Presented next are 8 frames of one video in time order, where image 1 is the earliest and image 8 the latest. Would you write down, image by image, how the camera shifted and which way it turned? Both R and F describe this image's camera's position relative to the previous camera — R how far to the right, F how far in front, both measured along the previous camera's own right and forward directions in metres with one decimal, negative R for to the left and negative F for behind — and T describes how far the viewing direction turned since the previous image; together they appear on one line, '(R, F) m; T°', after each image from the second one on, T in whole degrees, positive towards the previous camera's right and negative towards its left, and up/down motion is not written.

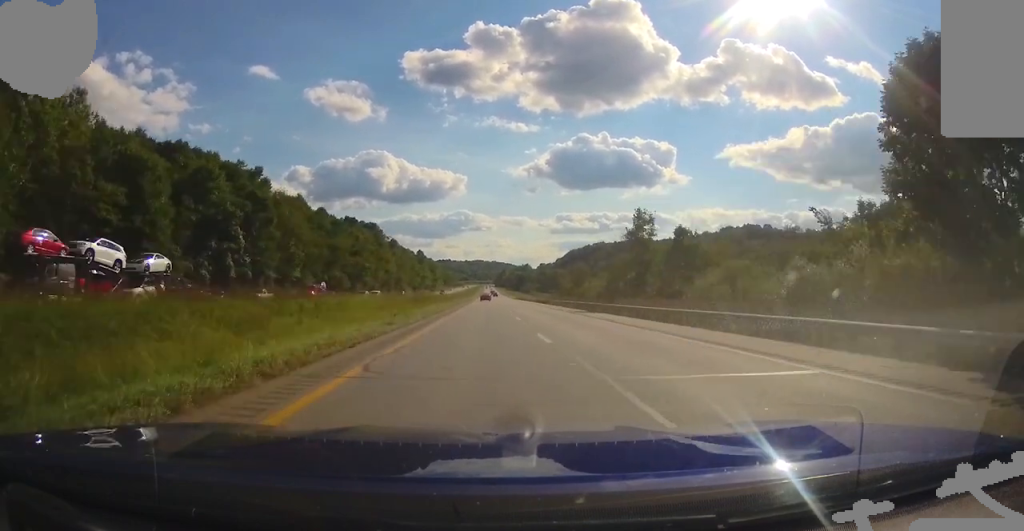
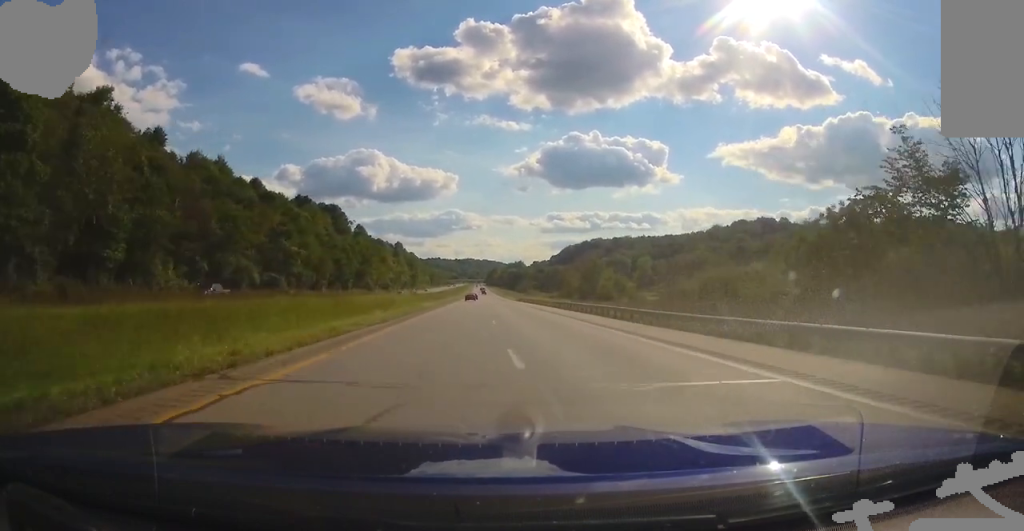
(0.0, +53.9) m; +1°
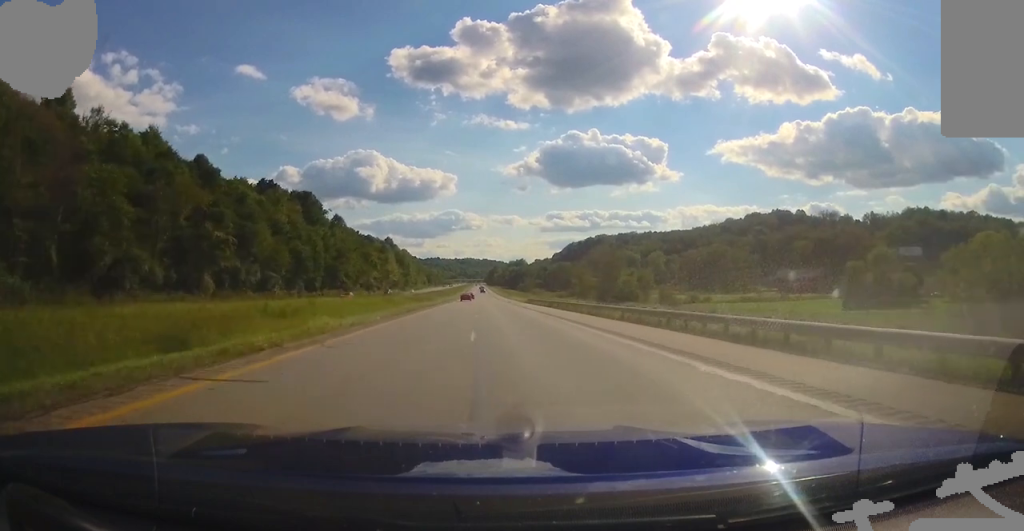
(+0.4, +31.6) m; +1°
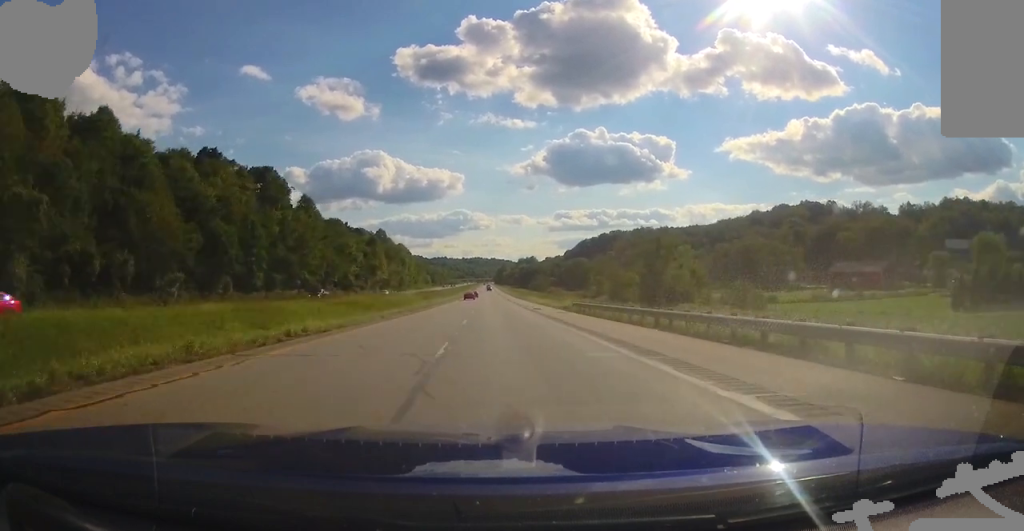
(-0.1, +39.8) m; -1°
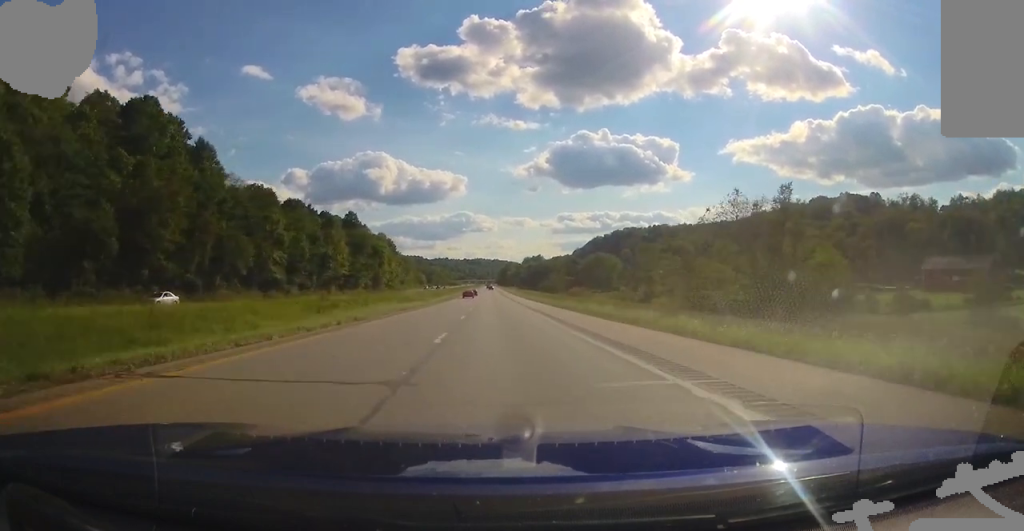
(-0.8, +58.5) m; -1°
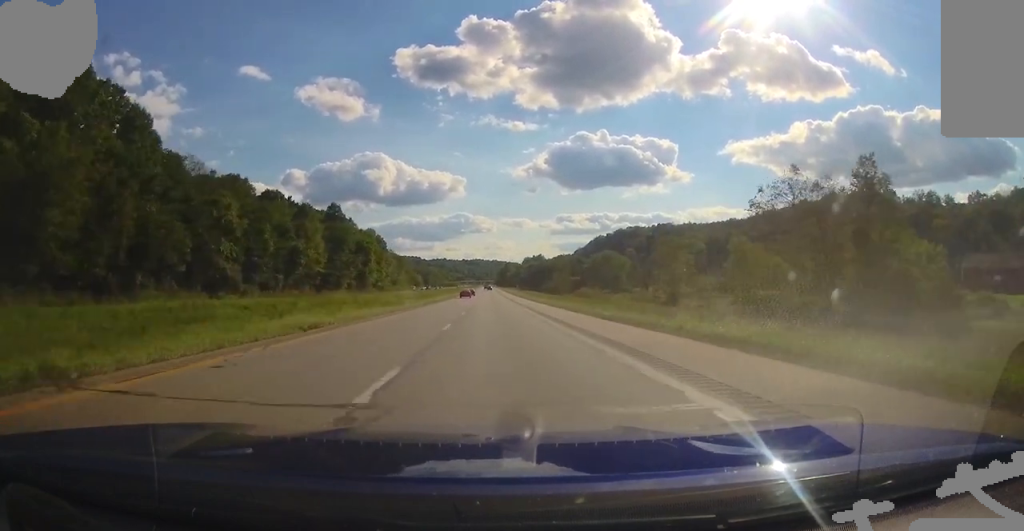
(-0.1, +19.9) m; 0°
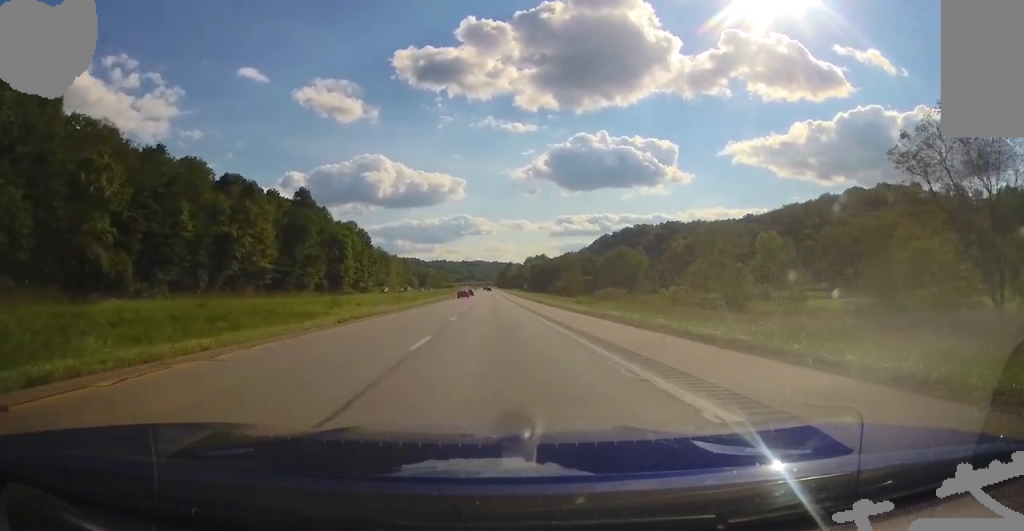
(-0.1, +30.4) m; 0°
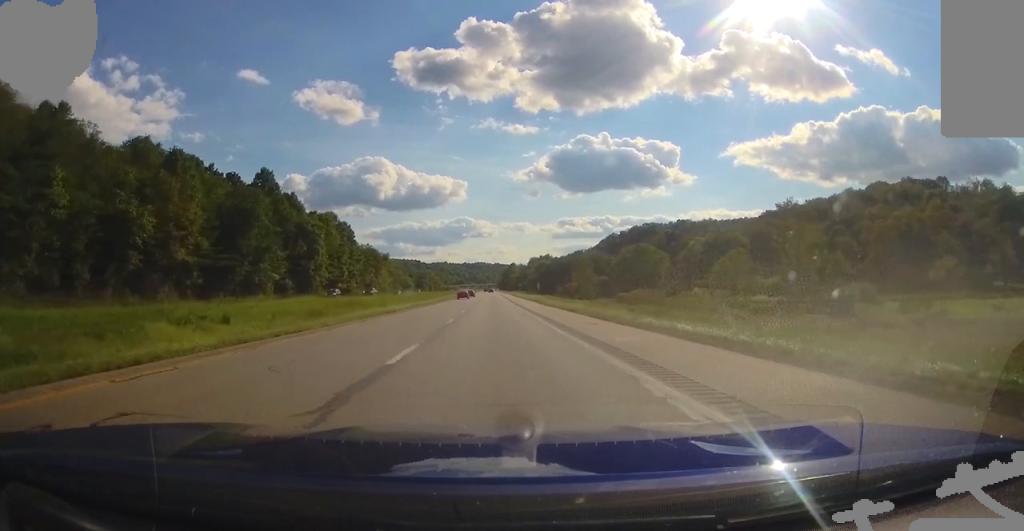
(+0.1, +26.9) m; 0°
